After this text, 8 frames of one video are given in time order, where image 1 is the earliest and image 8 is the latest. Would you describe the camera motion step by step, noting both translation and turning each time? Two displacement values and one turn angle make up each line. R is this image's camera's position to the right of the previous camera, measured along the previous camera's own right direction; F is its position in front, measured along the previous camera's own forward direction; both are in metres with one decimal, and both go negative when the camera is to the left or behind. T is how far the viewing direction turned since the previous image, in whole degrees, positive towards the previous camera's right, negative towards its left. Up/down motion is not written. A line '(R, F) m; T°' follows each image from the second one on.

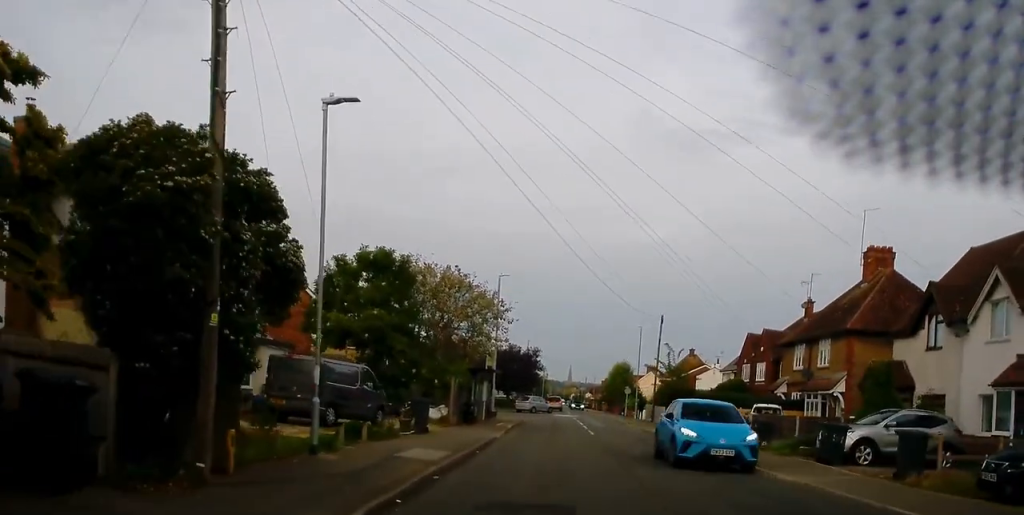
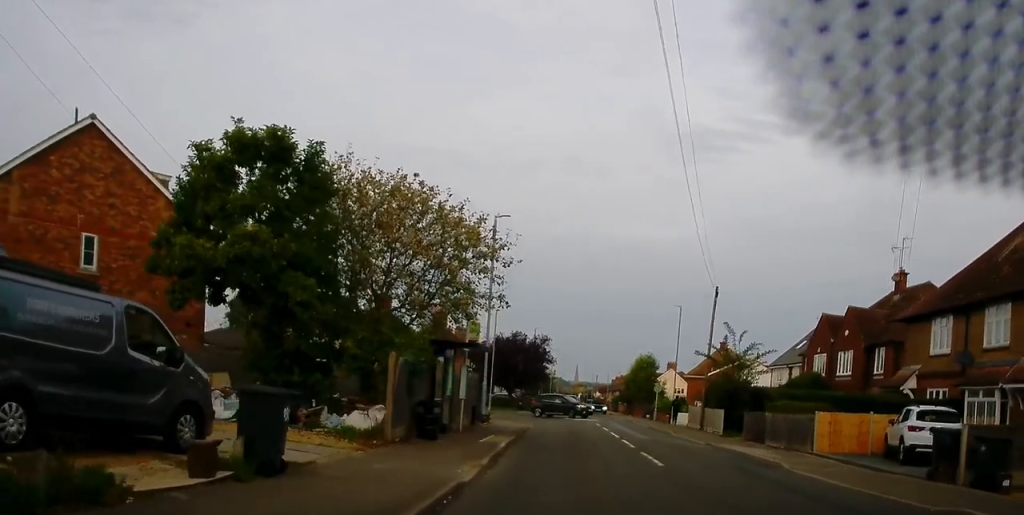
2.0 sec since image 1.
(0.0, +15.0) m; 0°
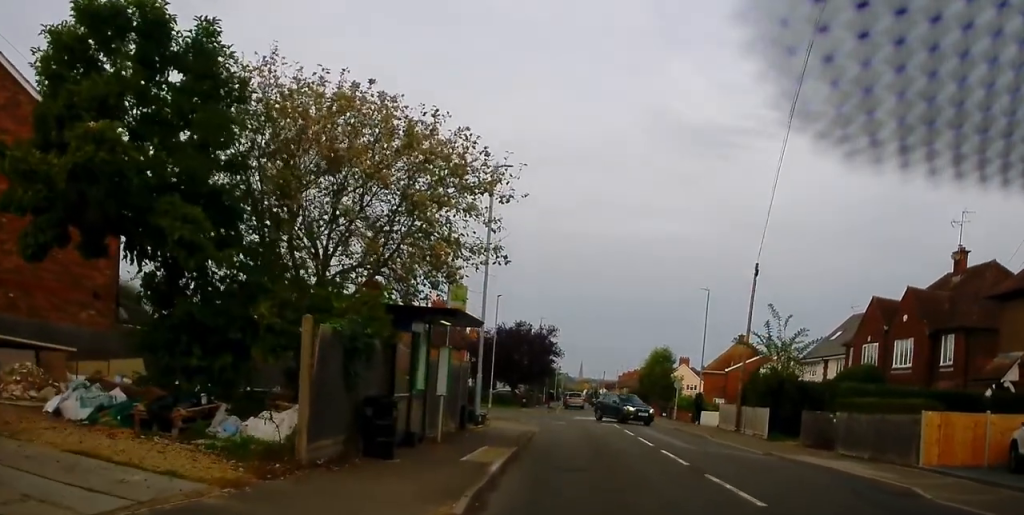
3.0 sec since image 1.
(+0.4, +7.2) m; 0°
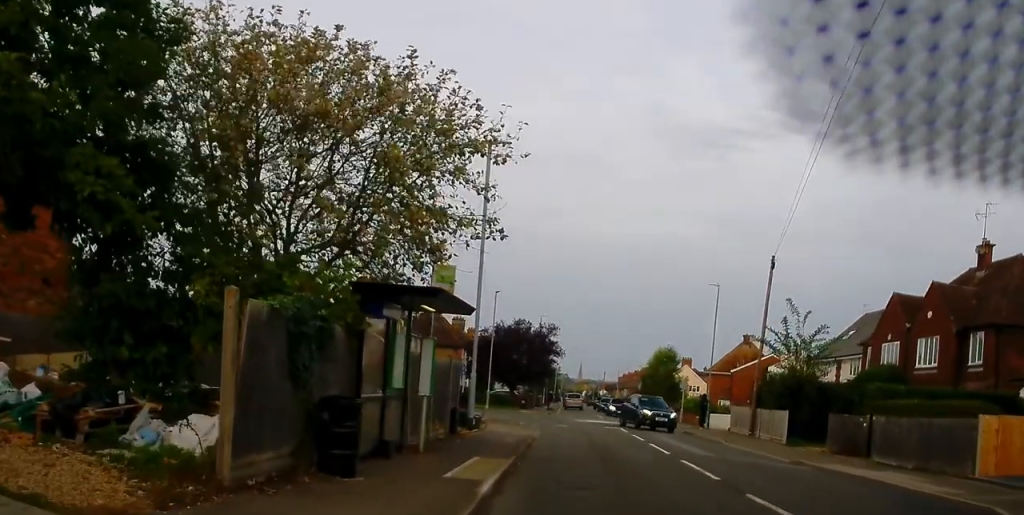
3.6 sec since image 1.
(-0.2, +3.0) m; -3°
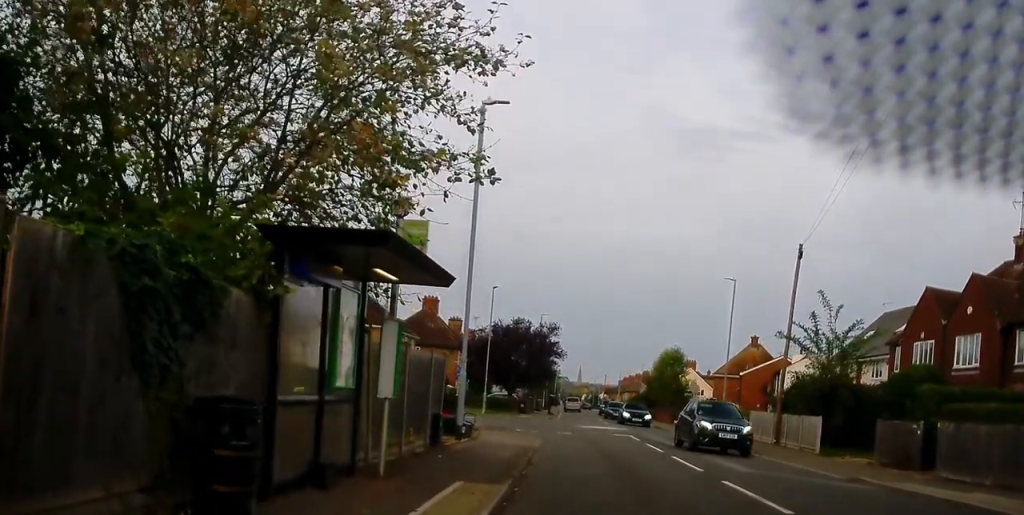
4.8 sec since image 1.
(-0.1, +4.9) m; -1°
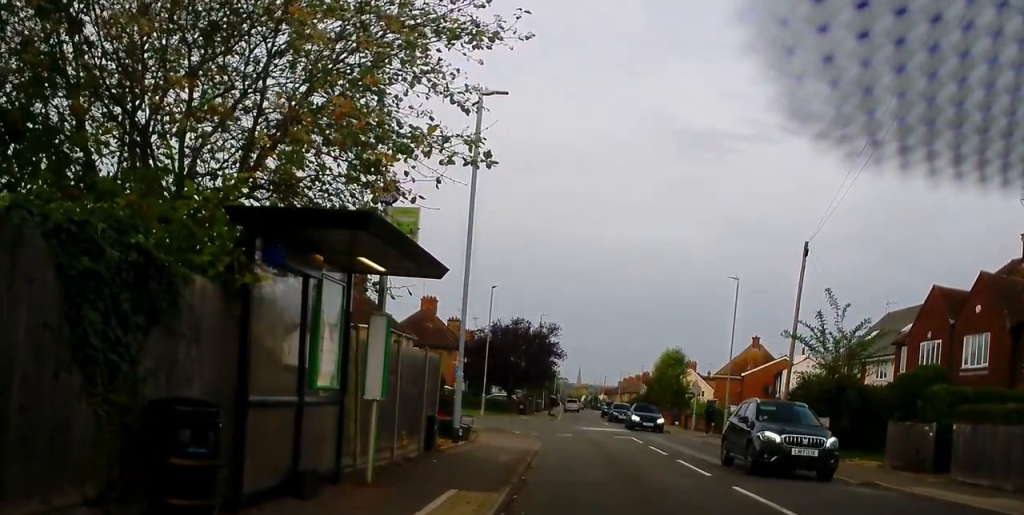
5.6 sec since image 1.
(0.0, +1.2) m; 0°
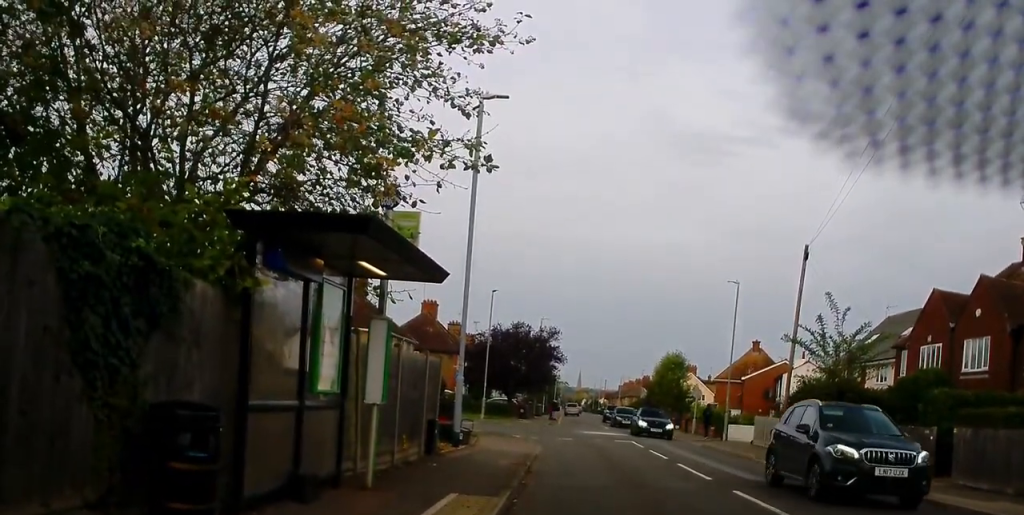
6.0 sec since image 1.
(0.0, +0.5) m; 0°
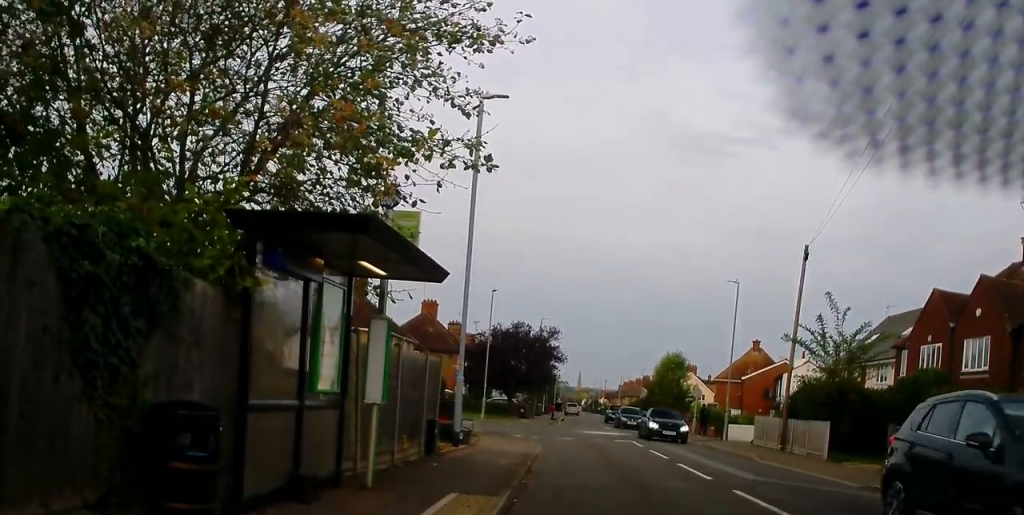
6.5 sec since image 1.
(0.0, +0.1) m; 0°
